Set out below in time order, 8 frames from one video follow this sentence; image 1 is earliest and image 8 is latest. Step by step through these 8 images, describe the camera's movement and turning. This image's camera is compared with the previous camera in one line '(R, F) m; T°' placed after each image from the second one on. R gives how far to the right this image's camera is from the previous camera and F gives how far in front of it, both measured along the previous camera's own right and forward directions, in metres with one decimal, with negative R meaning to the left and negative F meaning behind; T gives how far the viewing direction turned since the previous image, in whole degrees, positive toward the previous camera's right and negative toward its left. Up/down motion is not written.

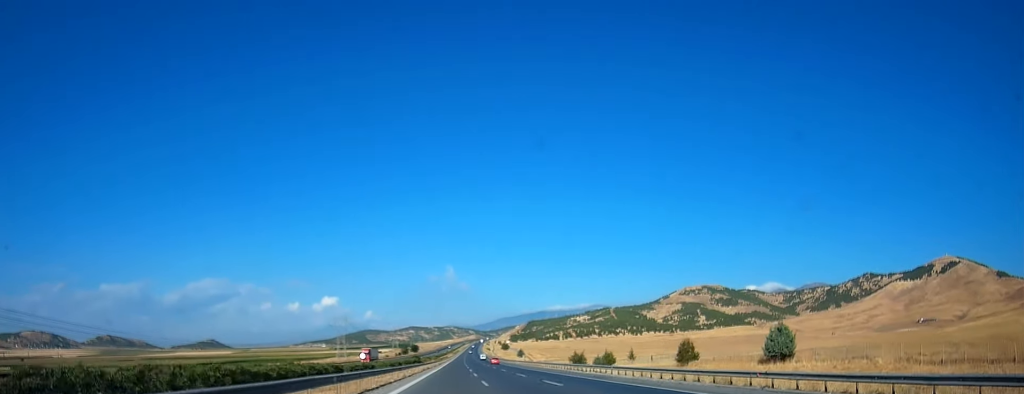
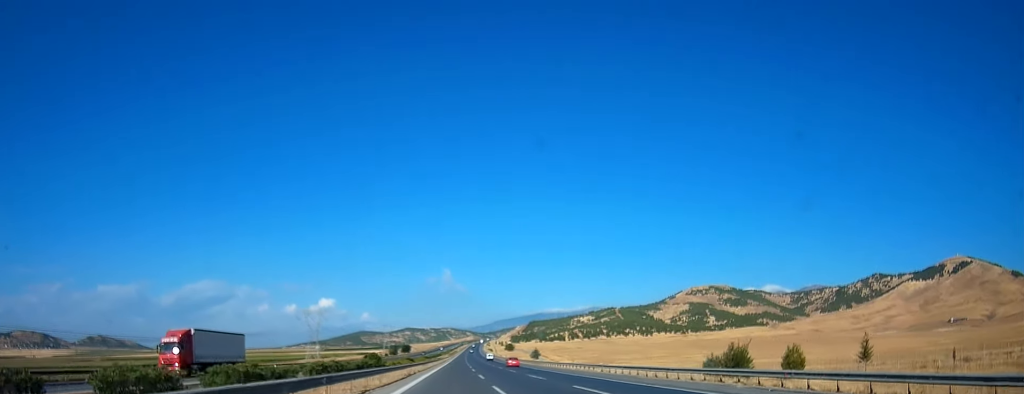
(+0.7, +73.9) m; +1°
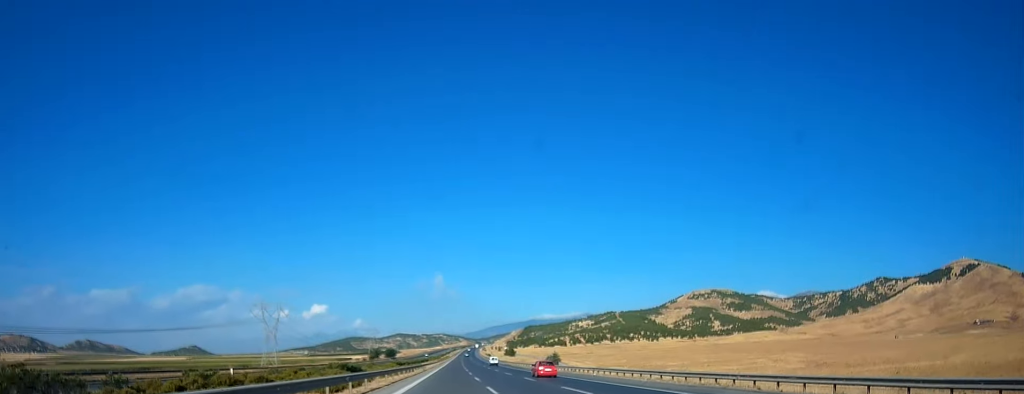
(+0.4, +66.1) m; 0°
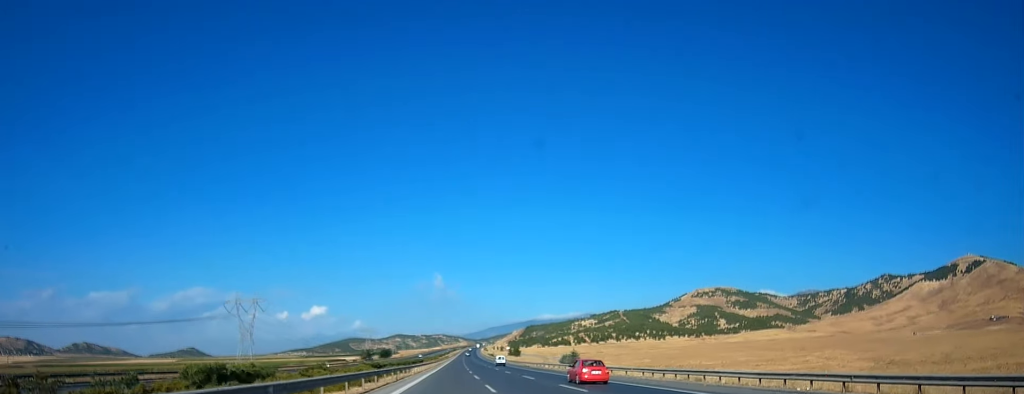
(-0.1, +32.5) m; 0°
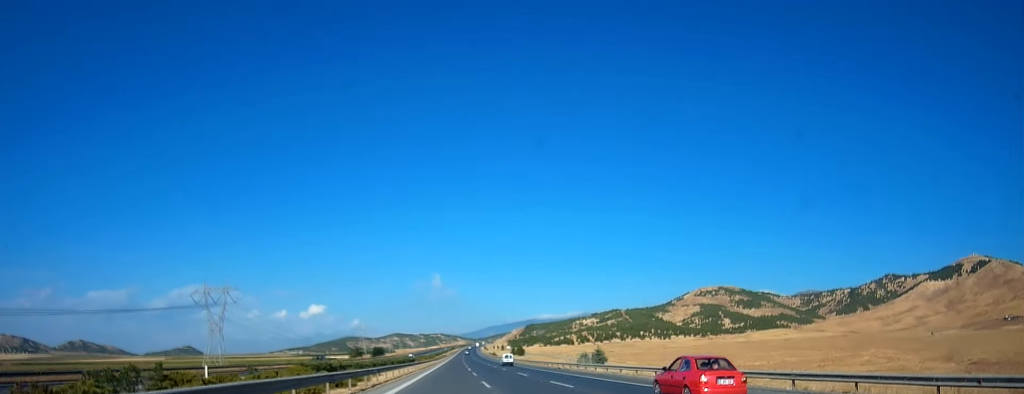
(-0.4, +30.7) m; 0°
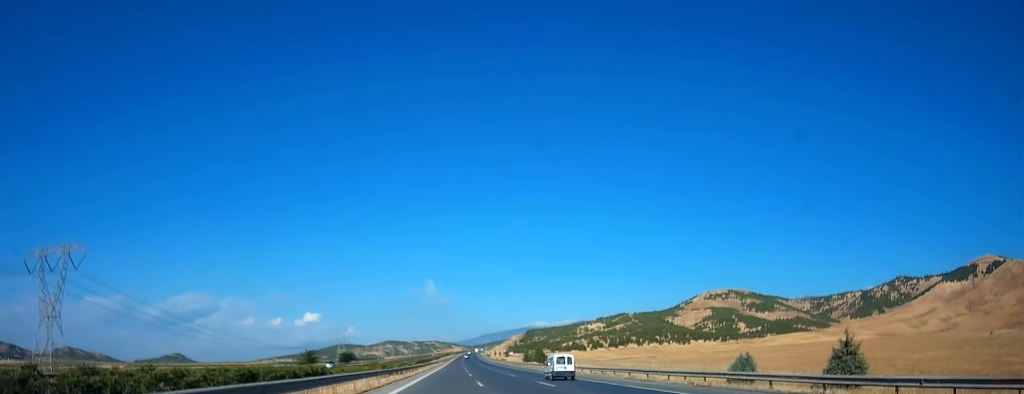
(+0.6, +94.1) m; 0°
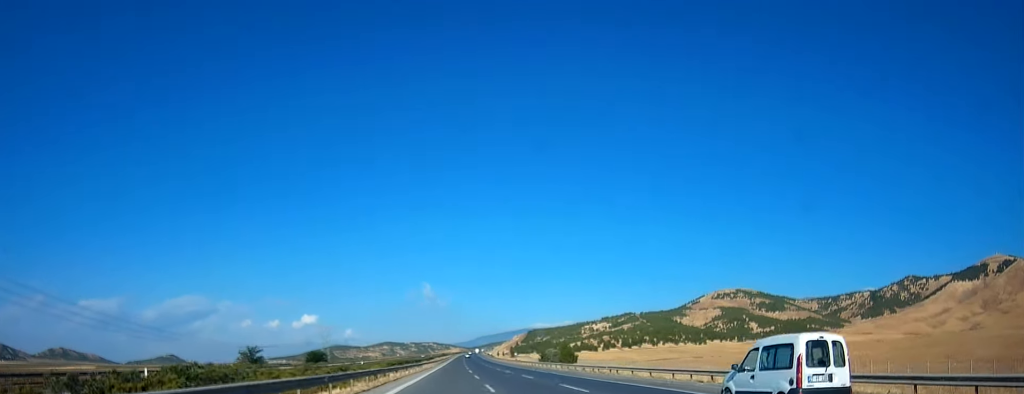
(+0.4, +60.7) m; +1°
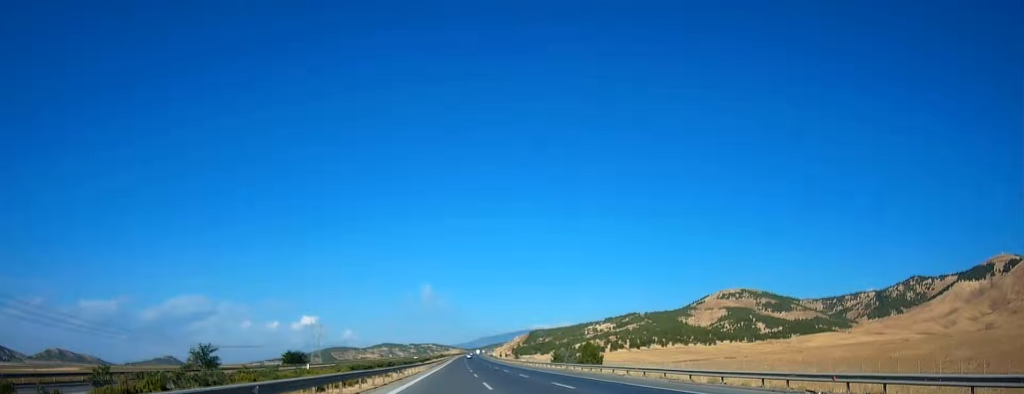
(+0.1, +30.4) m; 0°
